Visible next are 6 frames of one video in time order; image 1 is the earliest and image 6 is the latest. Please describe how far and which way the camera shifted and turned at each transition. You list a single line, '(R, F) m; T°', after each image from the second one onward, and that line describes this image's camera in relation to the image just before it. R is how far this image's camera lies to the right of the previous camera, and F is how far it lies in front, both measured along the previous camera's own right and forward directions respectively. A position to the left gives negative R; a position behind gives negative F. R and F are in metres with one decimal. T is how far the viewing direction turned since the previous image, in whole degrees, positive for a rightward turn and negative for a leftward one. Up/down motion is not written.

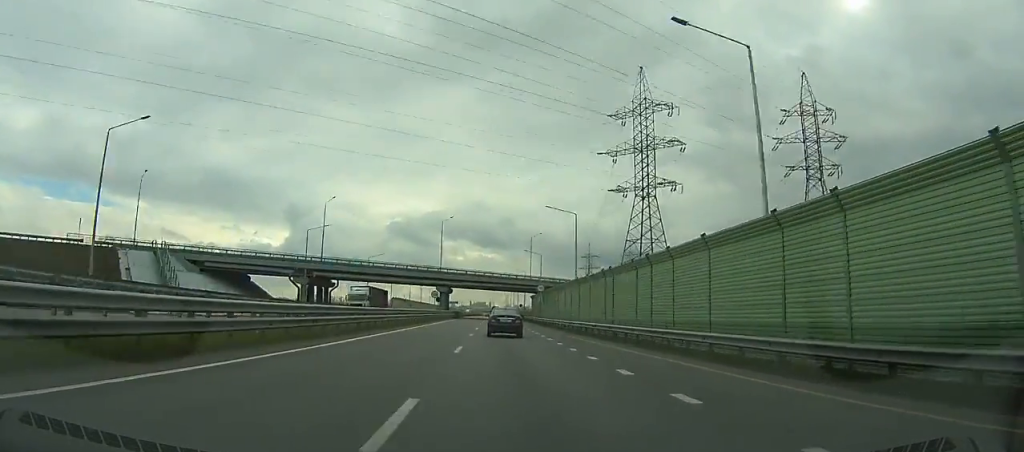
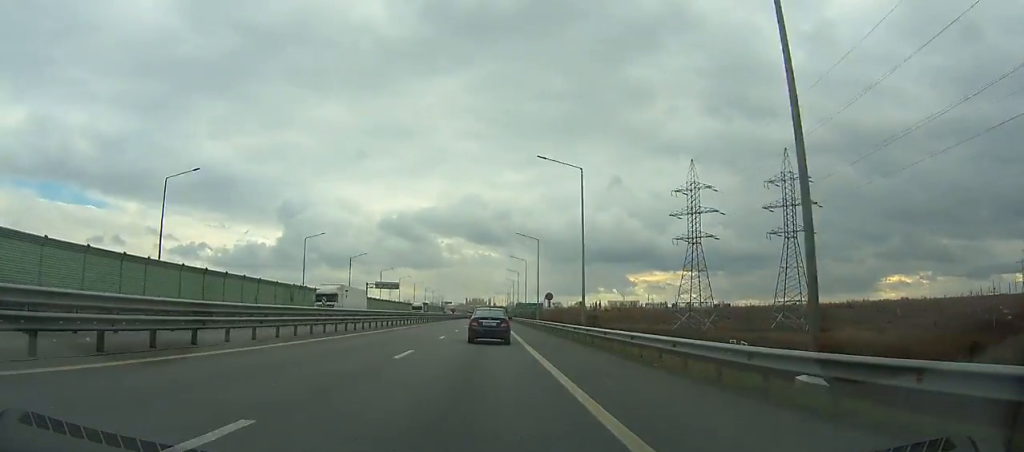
(+1.9, +183.2) m; +1°
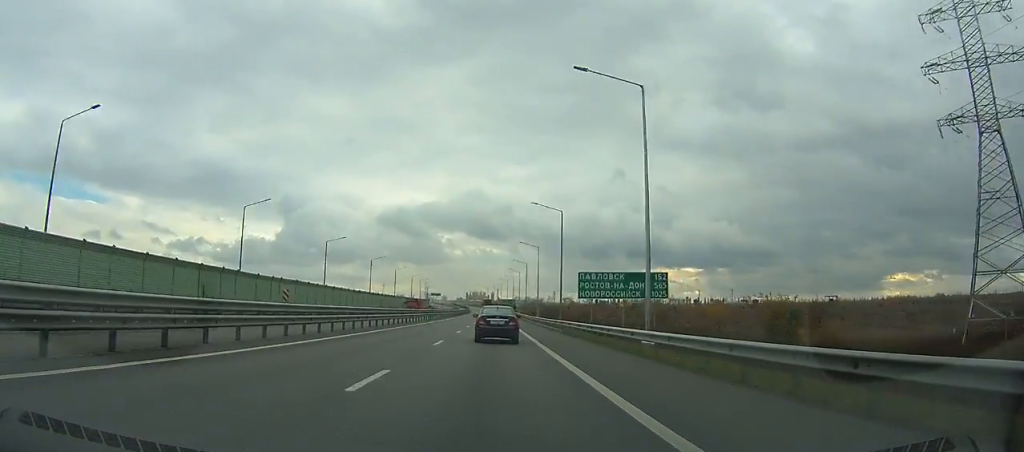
(-0.1, +103.9) m; 0°
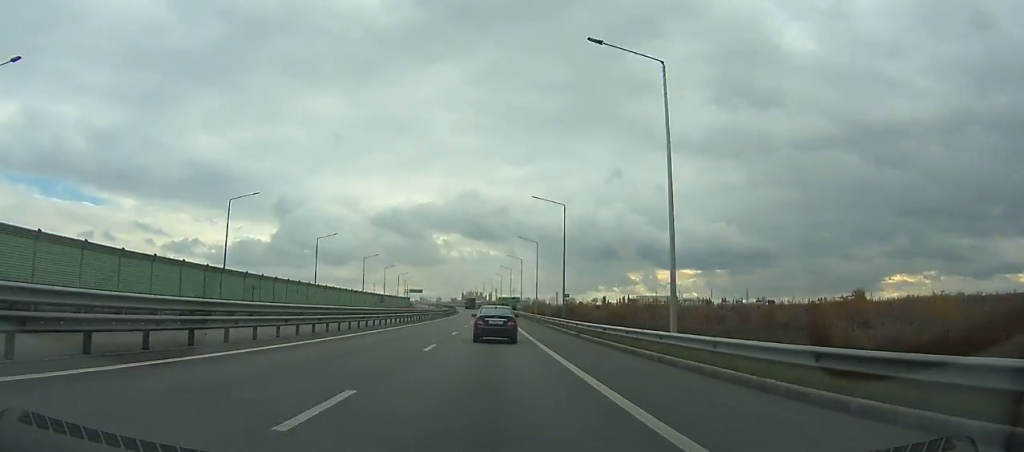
(-0.4, +63.3) m; 0°
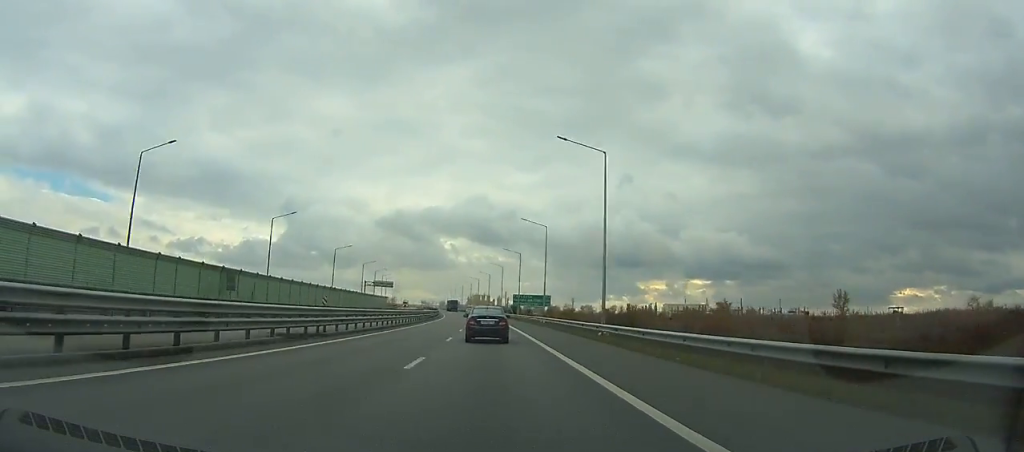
(+0.1, +77.6) m; -1°
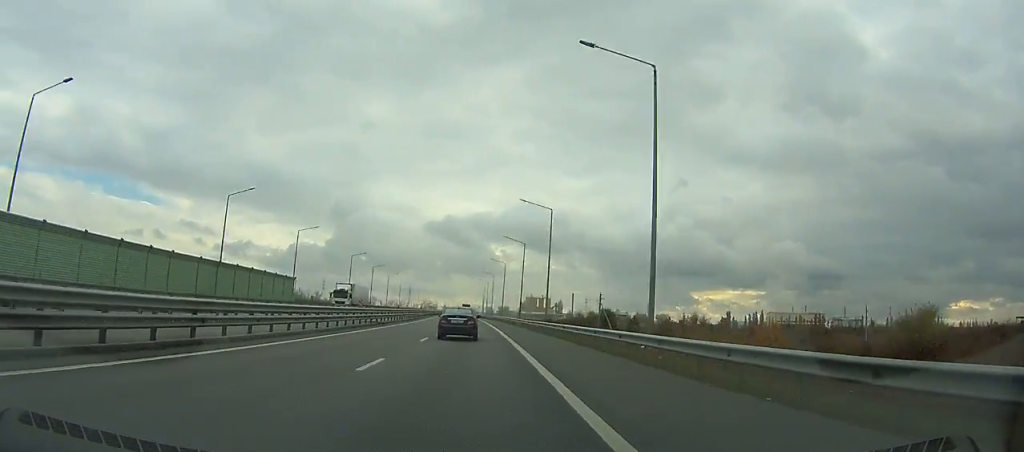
(-4.6, +133.9) m; -5°
